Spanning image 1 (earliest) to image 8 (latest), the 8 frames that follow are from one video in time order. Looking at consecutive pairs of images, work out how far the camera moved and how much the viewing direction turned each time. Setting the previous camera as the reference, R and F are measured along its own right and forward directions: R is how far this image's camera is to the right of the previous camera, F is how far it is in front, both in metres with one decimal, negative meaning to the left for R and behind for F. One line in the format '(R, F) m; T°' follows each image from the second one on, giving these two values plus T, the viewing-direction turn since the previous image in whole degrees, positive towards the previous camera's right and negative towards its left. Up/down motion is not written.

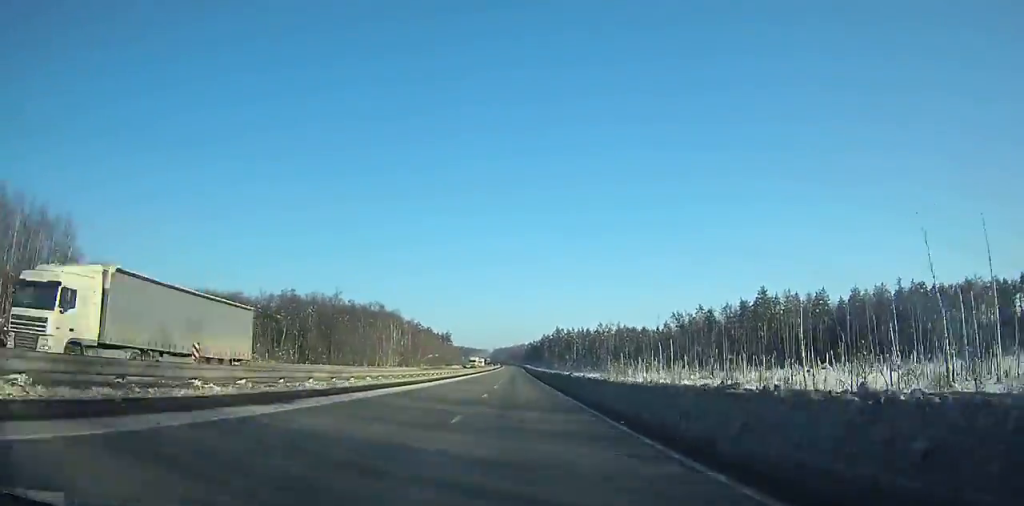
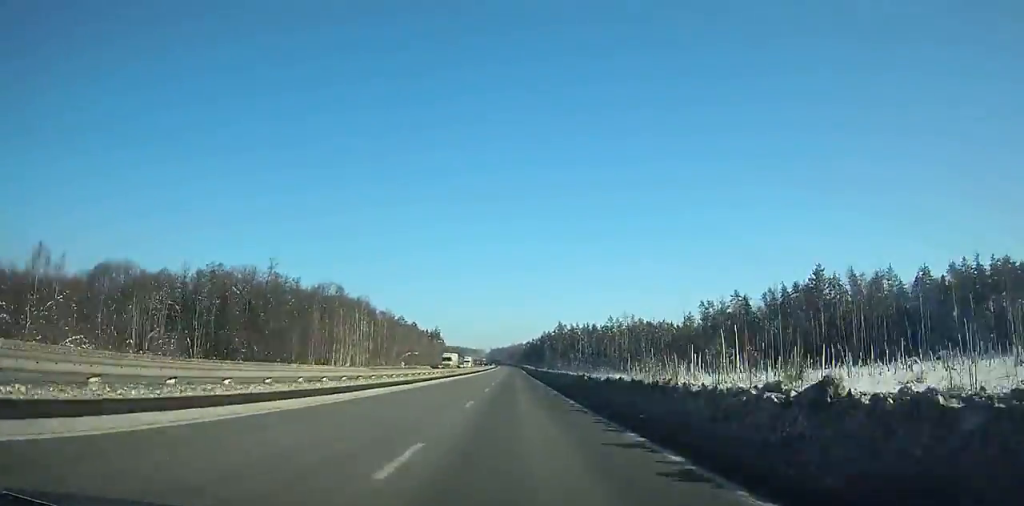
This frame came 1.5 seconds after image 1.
(0.0, +42.1) m; 0°
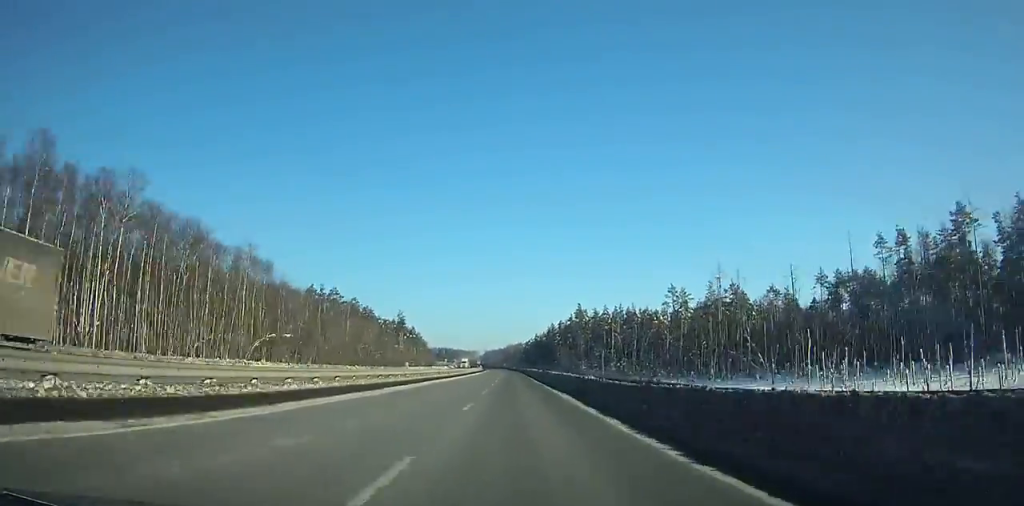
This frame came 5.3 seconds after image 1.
(+0.4, +107.9) m; 0°
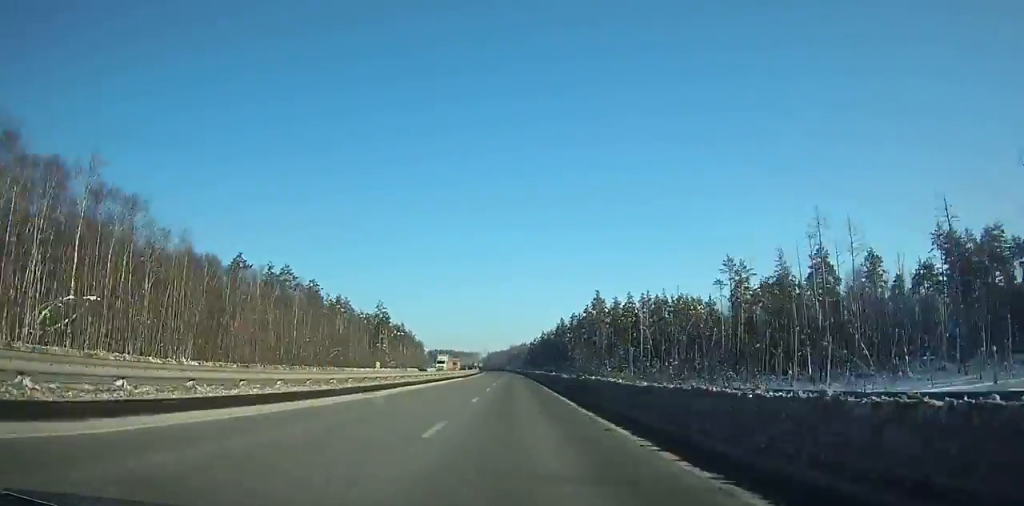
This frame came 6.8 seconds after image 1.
(+0.1, +42.7) m; 0°
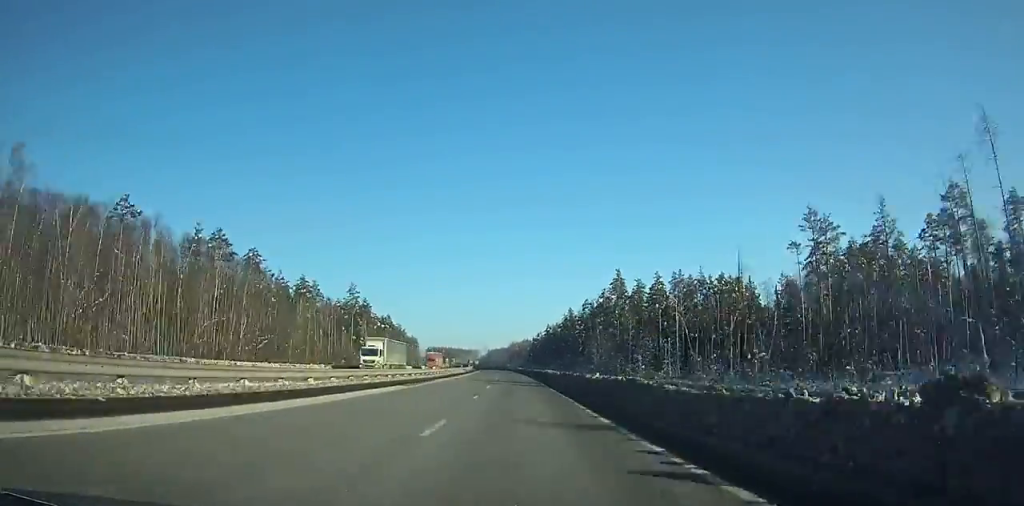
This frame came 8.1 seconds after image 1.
(0.0, +36.9) m; 0°
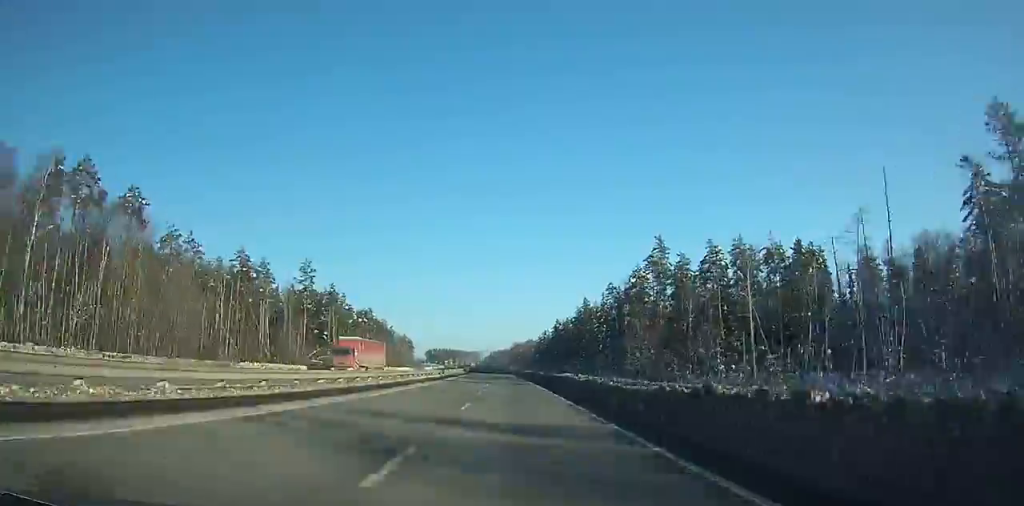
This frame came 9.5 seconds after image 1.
(+0.1, +39.6) m; 0°
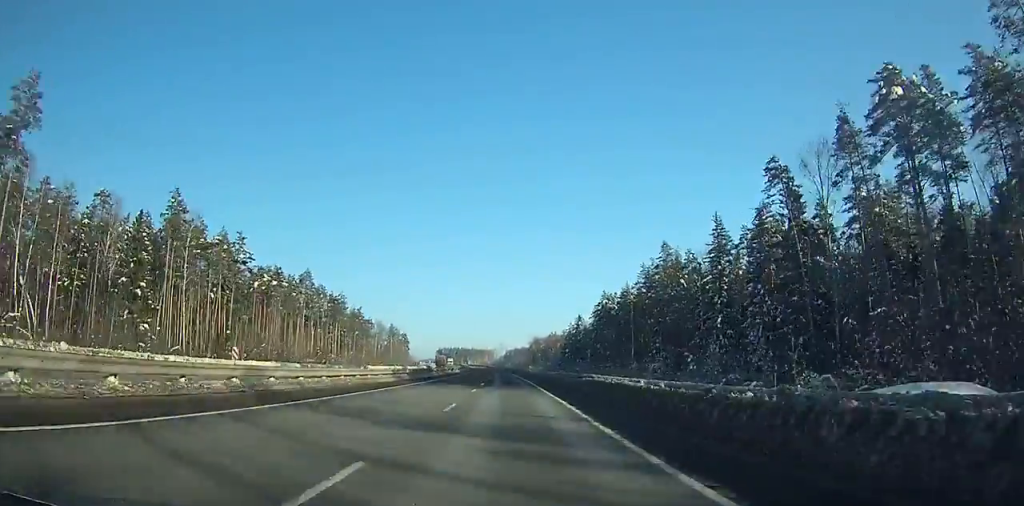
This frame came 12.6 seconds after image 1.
(-1.2, +86.4) m; -2°
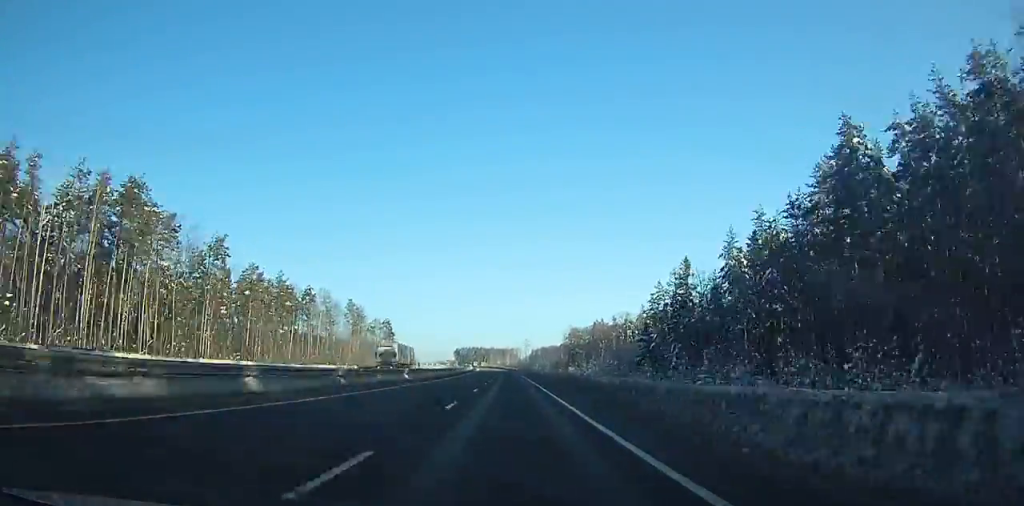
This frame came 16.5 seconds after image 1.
(-2.6, +106.3) m; -2°
